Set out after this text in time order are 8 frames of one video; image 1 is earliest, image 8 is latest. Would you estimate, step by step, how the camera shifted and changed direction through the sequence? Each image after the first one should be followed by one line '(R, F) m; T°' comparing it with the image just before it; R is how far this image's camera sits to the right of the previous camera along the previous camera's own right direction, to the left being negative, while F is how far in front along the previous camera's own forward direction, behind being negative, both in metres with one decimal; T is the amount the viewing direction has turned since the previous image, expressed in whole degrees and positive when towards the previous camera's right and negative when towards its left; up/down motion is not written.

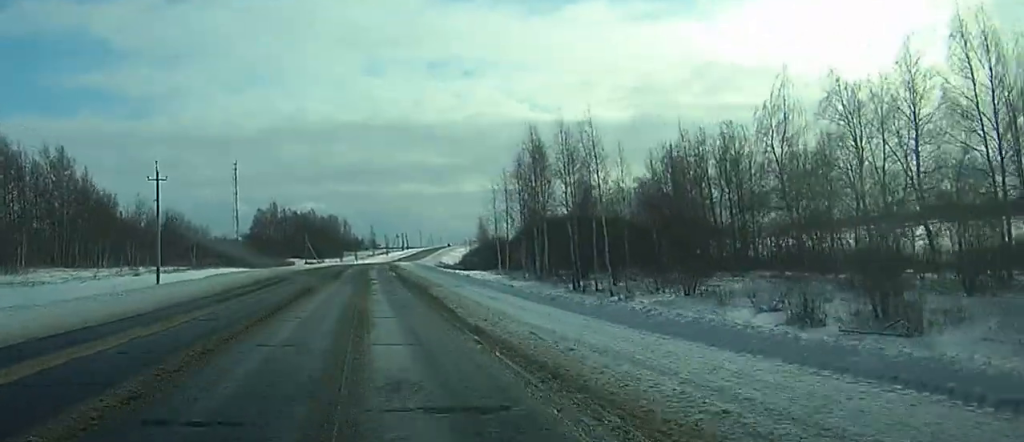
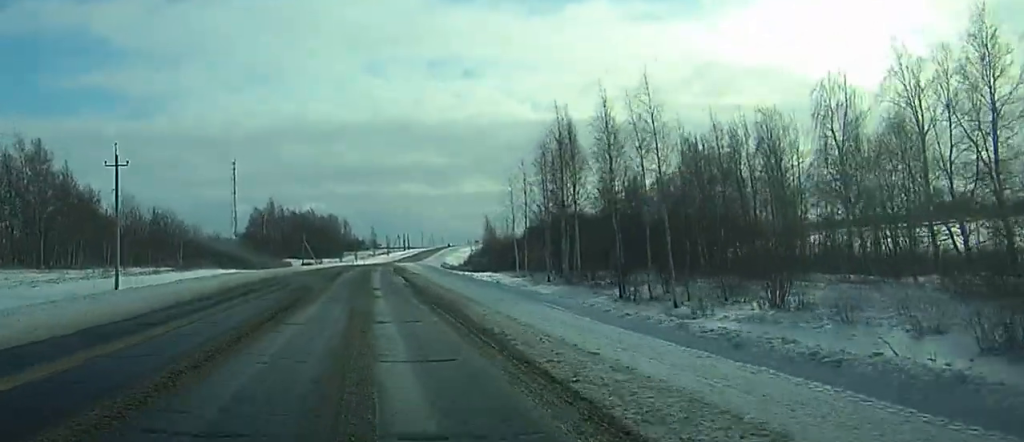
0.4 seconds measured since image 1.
(0.0, +11.1) m; 0°
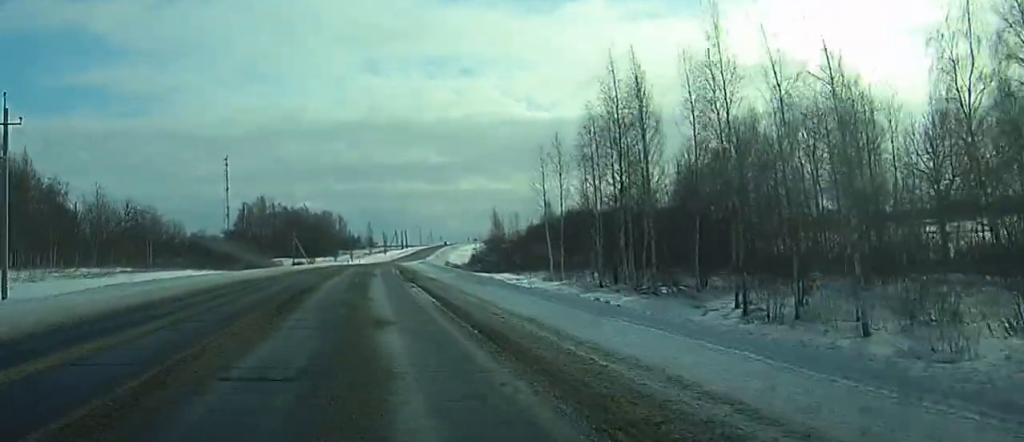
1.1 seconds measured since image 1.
(0.0, +17.2) m; 0°
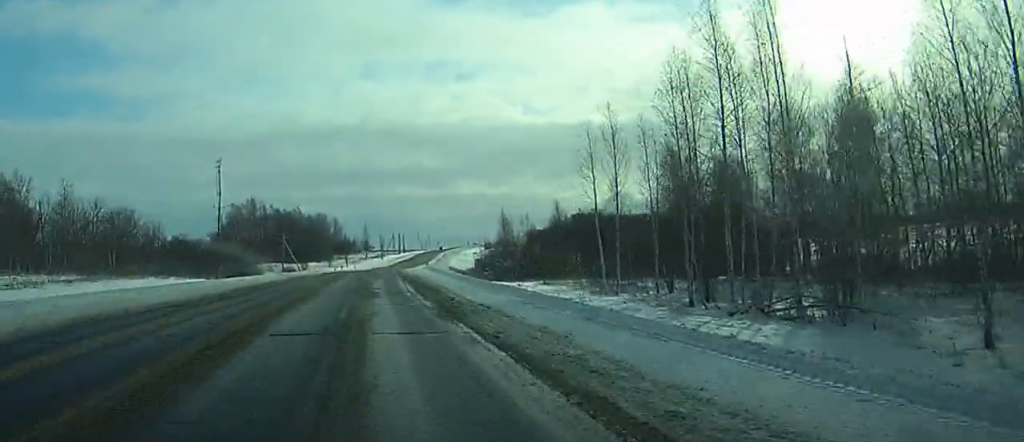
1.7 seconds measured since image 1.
(-0.1, +16.3) m; 0°
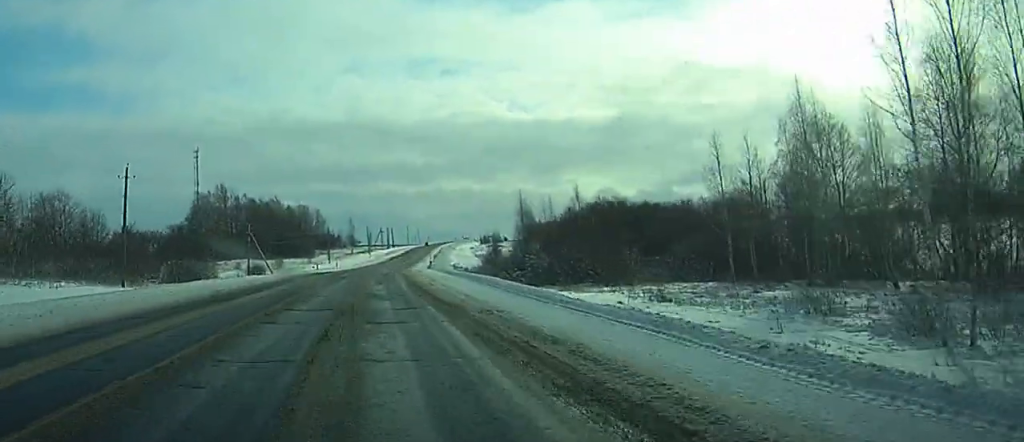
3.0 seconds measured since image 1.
(+0.1, +33.5) m; +1°
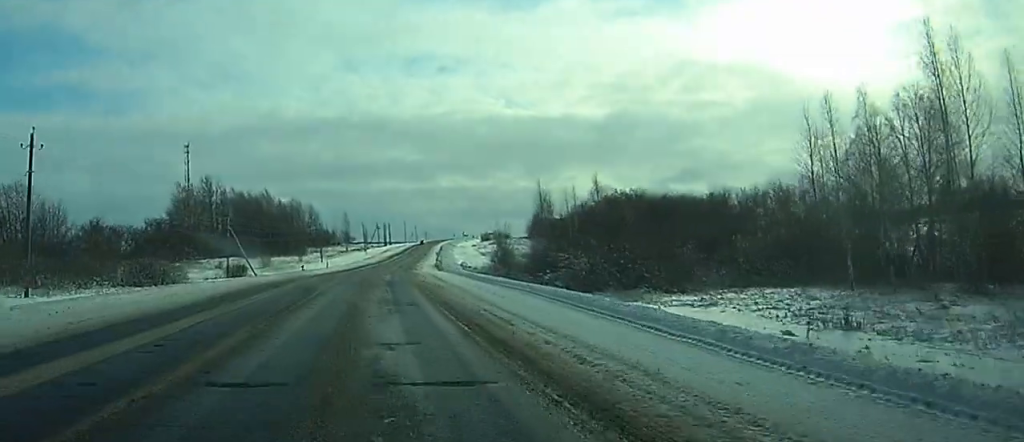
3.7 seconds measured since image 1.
(0.0, +18.0) m; 0°
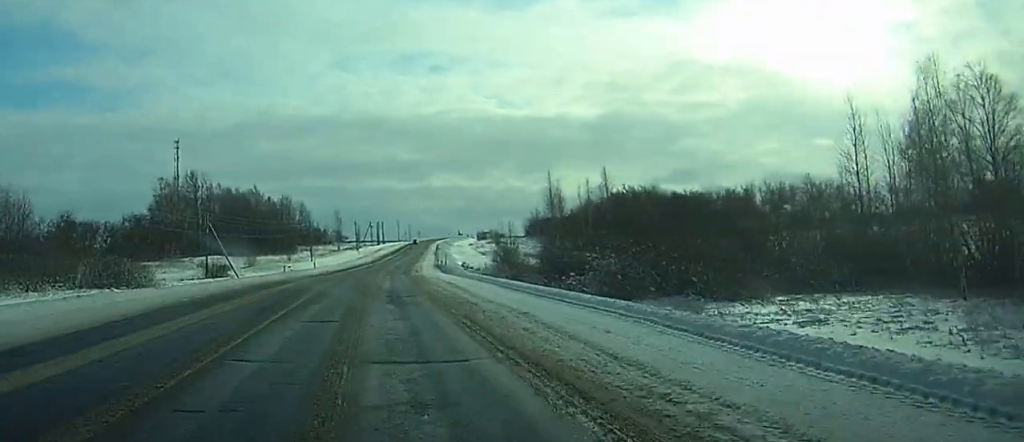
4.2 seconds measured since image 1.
(-0.1, +11.1) m; 0°
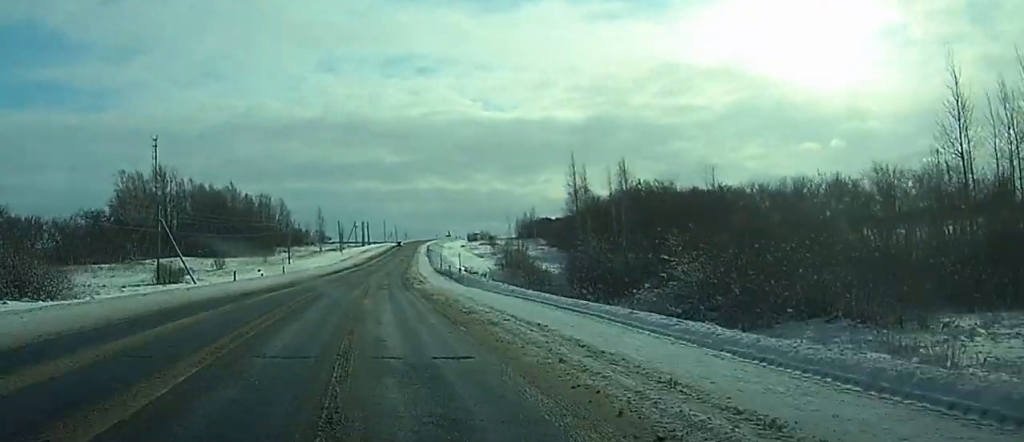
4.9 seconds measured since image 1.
(+0.2, +19.6) m; 0°
